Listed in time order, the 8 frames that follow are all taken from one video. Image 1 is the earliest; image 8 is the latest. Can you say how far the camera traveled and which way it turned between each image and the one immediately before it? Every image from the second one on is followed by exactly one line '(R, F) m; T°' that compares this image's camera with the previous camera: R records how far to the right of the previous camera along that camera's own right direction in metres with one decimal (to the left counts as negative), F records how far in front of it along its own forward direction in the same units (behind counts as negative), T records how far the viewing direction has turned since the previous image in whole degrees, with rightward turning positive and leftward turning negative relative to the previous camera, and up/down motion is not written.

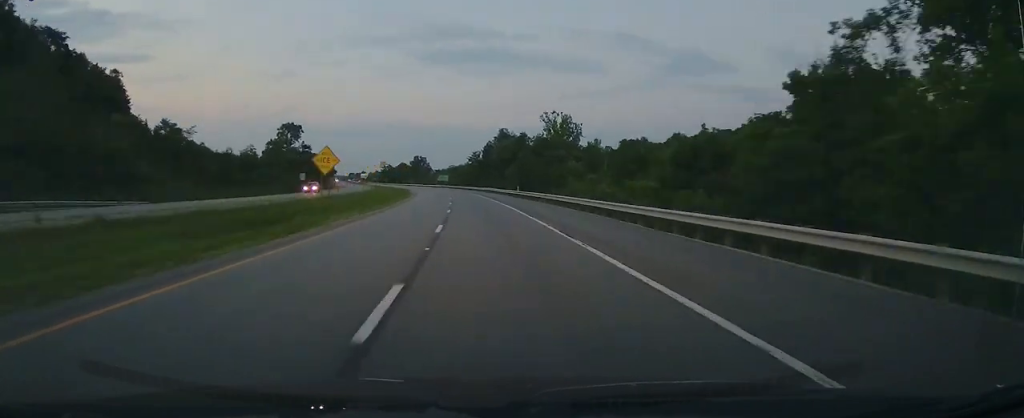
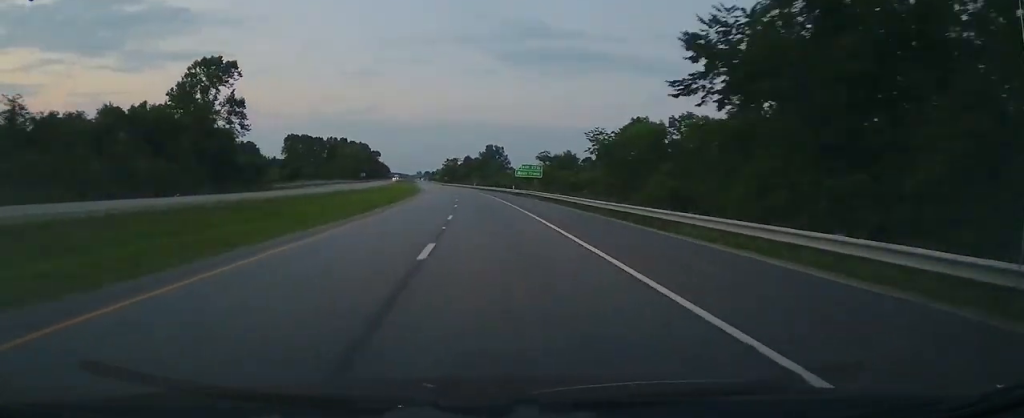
(-8.4, +115.8) m; -7°
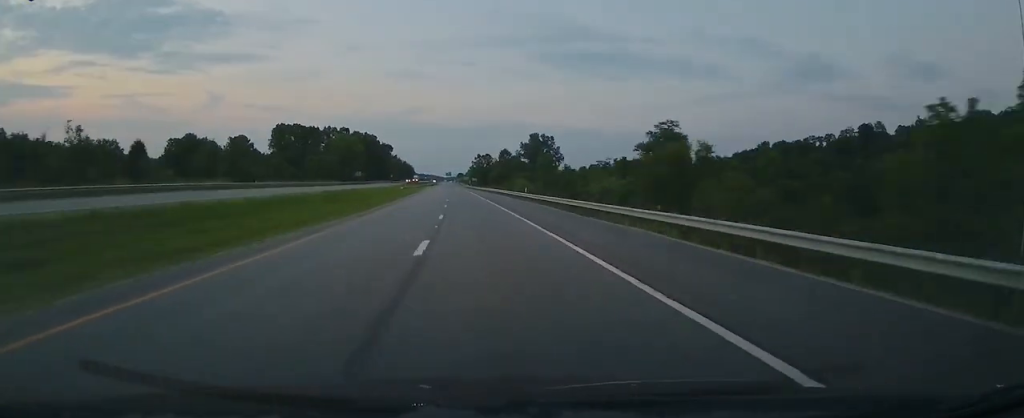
(-4.1, +72.4) m; -2°
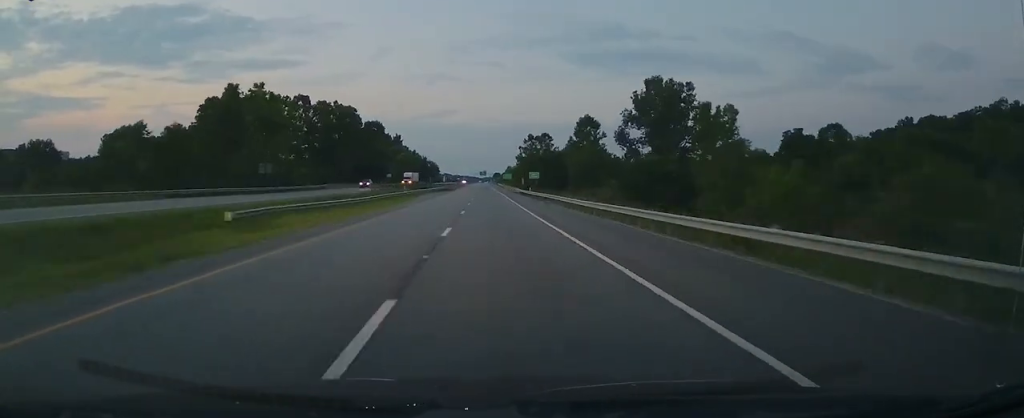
(-3.3, +104.9) m; -2°
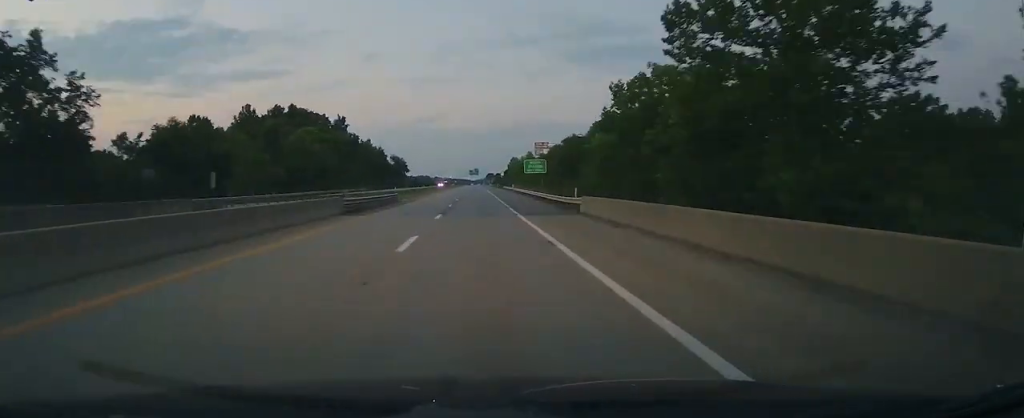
(-0.7, +129.0) m; 0°
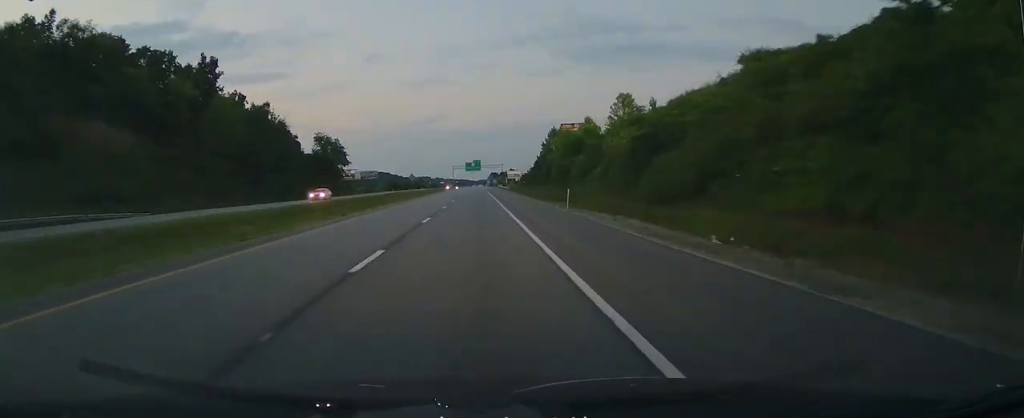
(+0.2, +122.6) m; 0°
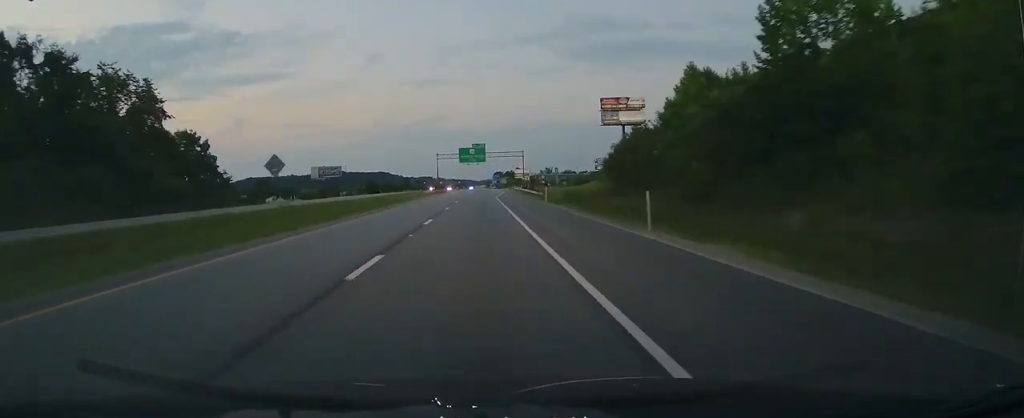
(-0.5, +83.6) m; 0°
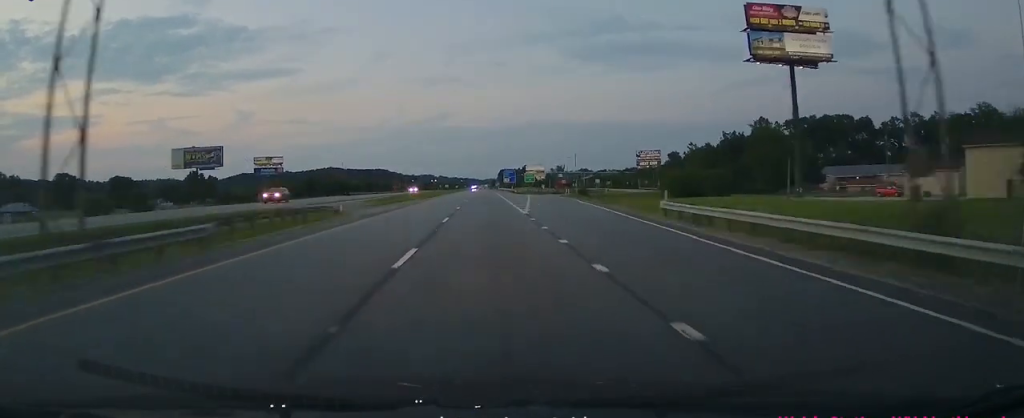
(-0.2, +109.6) m; 0°
